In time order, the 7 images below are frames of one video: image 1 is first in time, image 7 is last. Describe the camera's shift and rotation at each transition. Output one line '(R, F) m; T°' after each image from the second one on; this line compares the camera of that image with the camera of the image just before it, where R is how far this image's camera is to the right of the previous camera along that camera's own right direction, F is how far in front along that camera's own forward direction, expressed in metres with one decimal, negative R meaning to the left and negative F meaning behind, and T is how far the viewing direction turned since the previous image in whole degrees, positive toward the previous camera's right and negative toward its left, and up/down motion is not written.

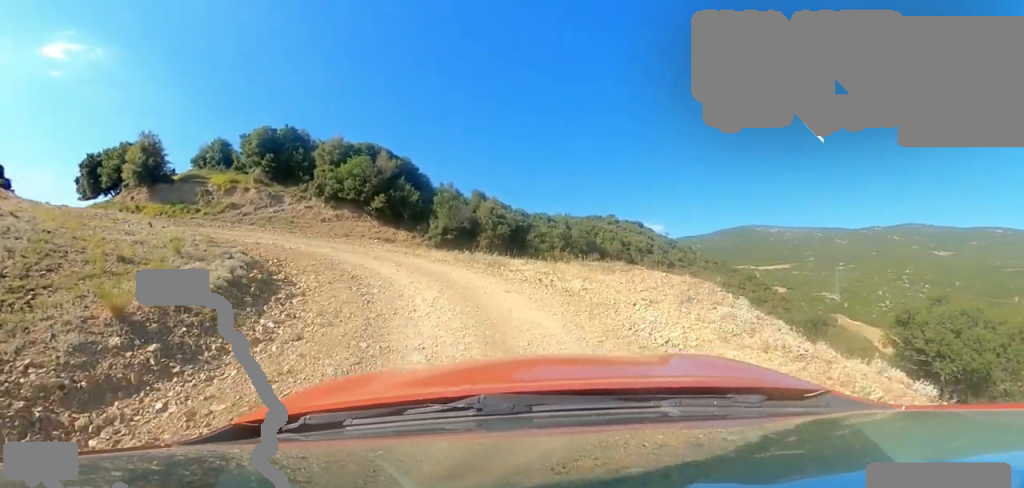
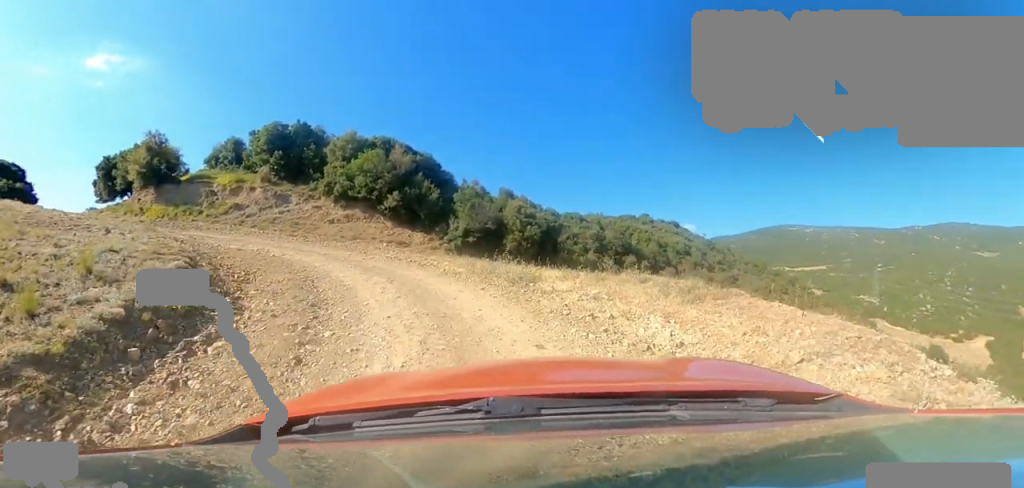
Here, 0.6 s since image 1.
(0.0, +3.0) m; -10°
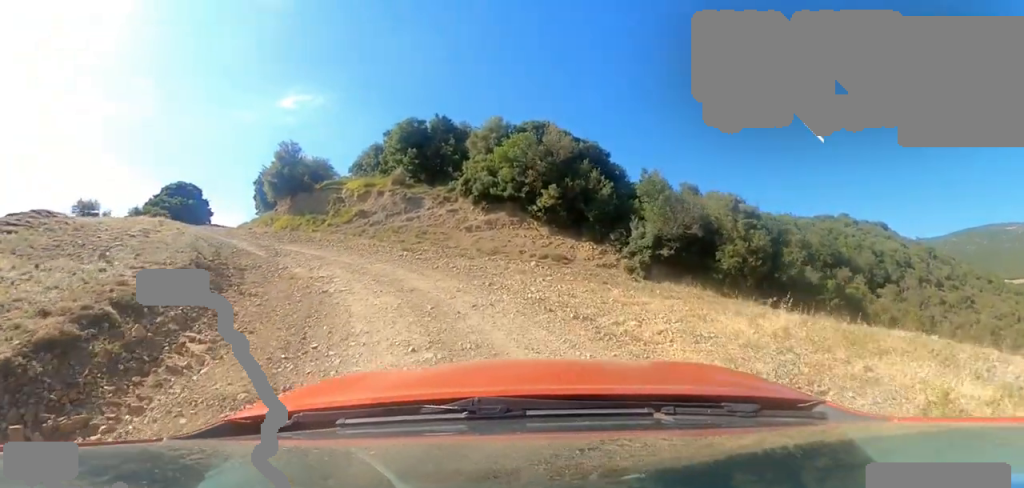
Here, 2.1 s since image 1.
(-1.7, +6.6) m; -26°
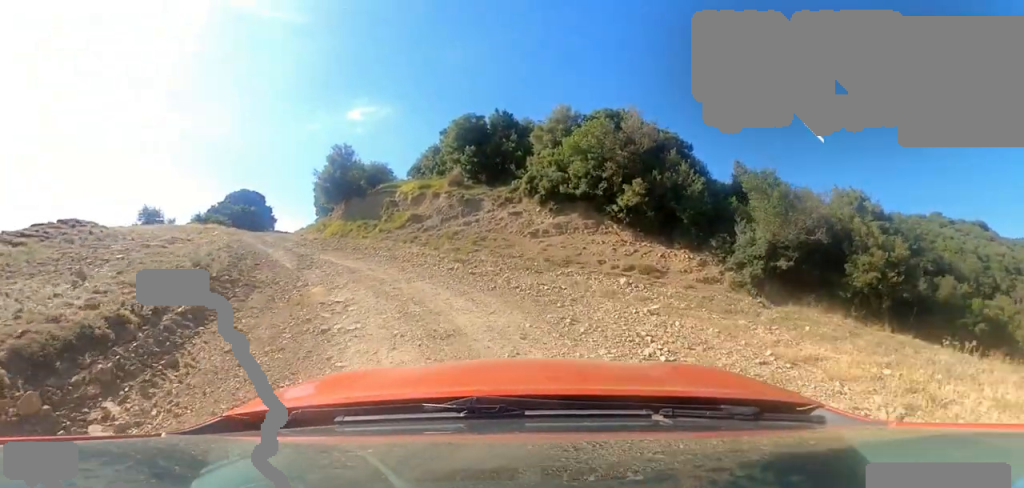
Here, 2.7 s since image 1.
(-0.1, +2.6) m; -6°
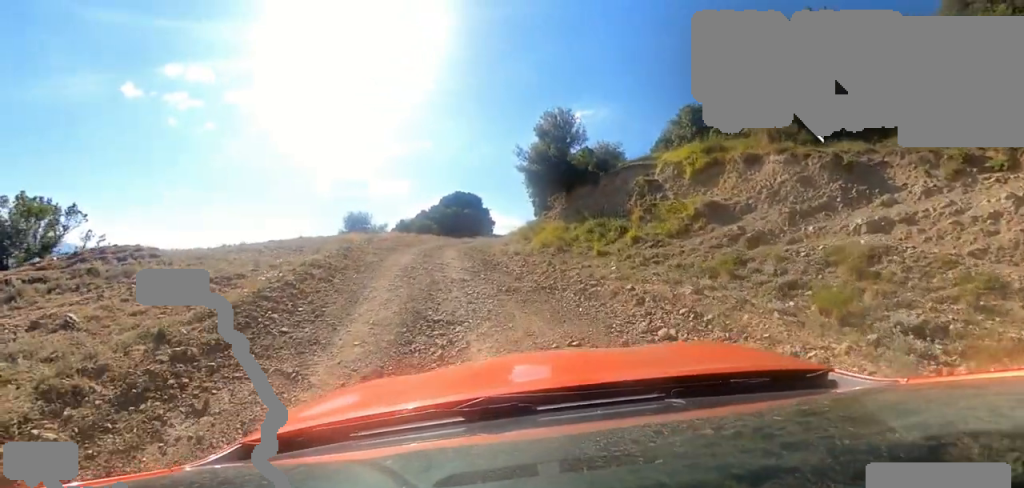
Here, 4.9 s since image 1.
(-3.8, +9.7) m; -51°
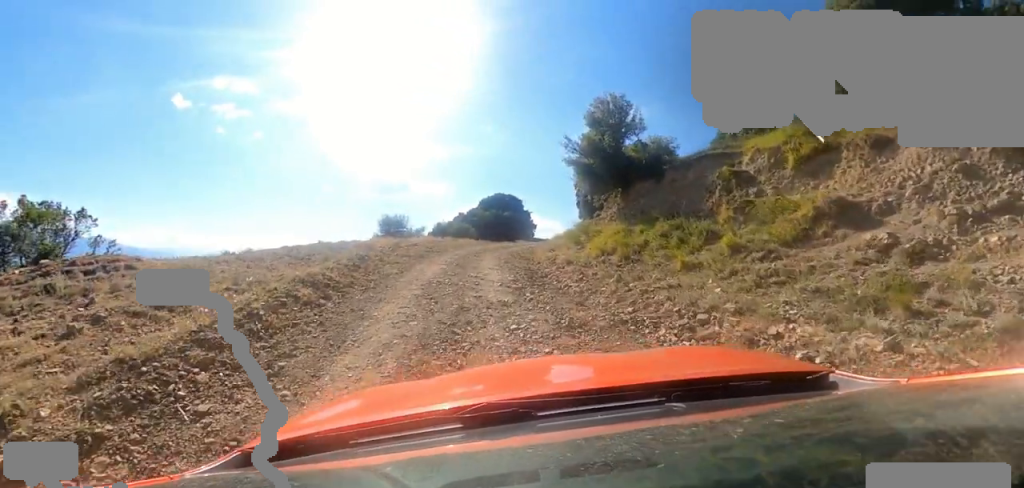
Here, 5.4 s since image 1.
(-0.3, +2.3) m; -5°
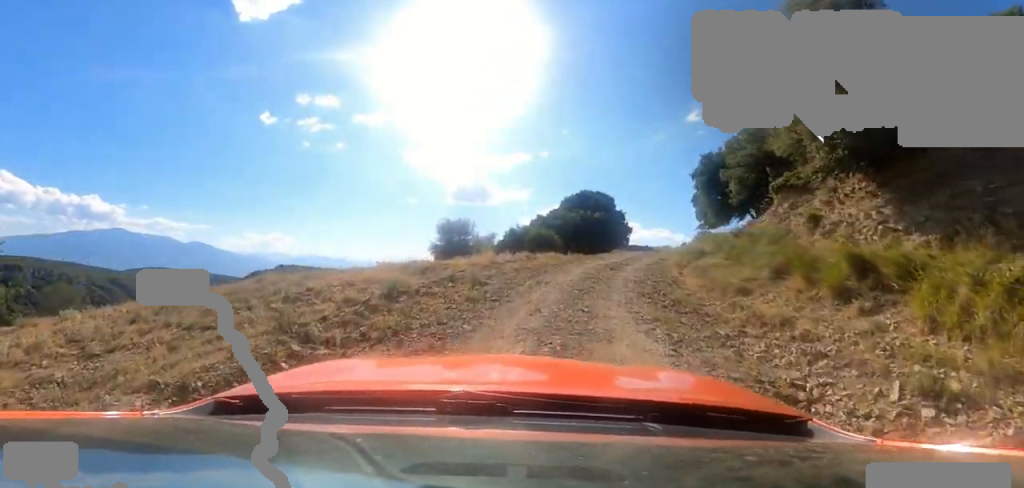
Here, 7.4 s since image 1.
(-0.3, +8.0) m; -10°
